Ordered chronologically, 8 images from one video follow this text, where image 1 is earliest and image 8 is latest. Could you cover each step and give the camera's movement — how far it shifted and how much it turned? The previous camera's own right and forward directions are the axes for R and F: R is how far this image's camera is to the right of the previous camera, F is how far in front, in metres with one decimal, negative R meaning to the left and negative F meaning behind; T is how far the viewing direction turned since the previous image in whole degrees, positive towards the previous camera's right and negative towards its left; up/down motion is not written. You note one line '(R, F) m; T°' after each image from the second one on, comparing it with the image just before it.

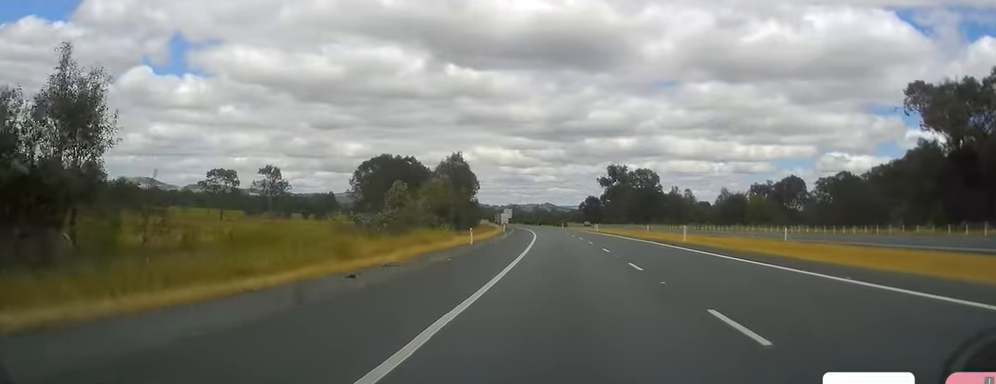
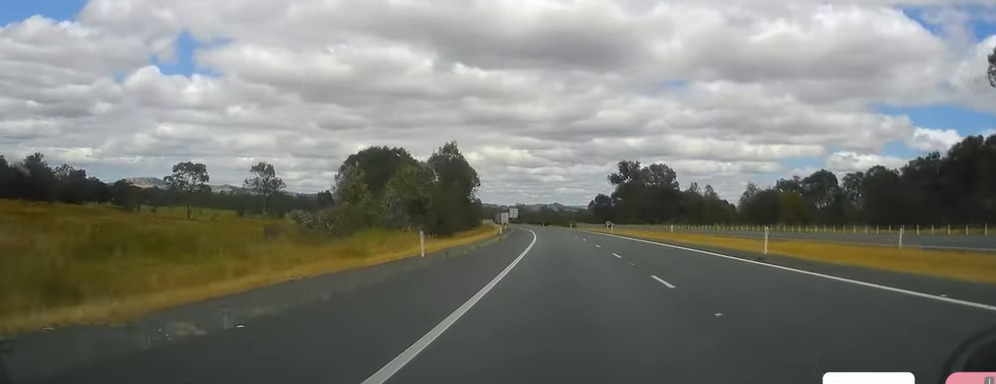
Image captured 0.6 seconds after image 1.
(-0.4, +17.0) m; -1°
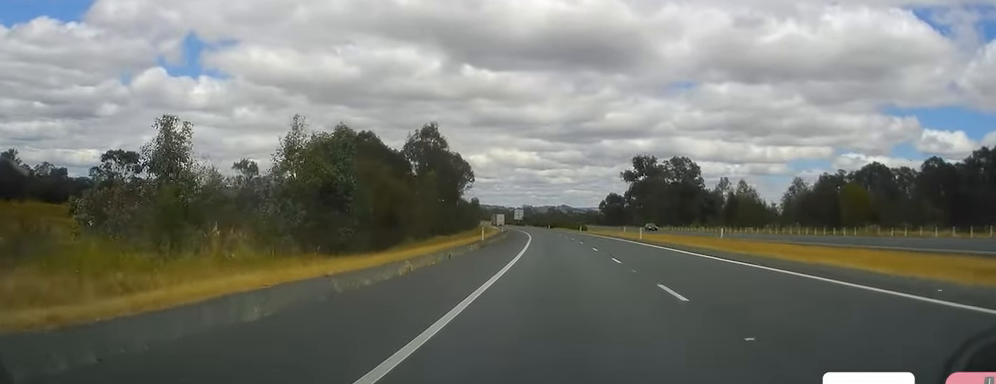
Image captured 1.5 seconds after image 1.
(-0.3, +25.6) m; -1°
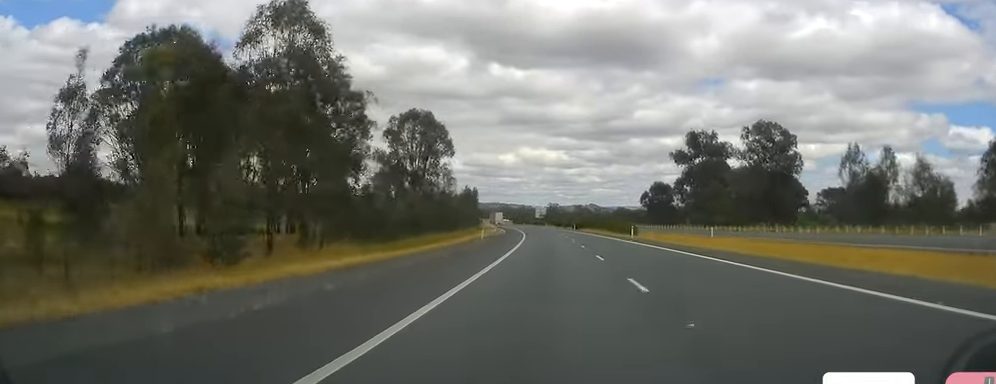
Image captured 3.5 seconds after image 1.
(0.0, +58.2) m; 0°
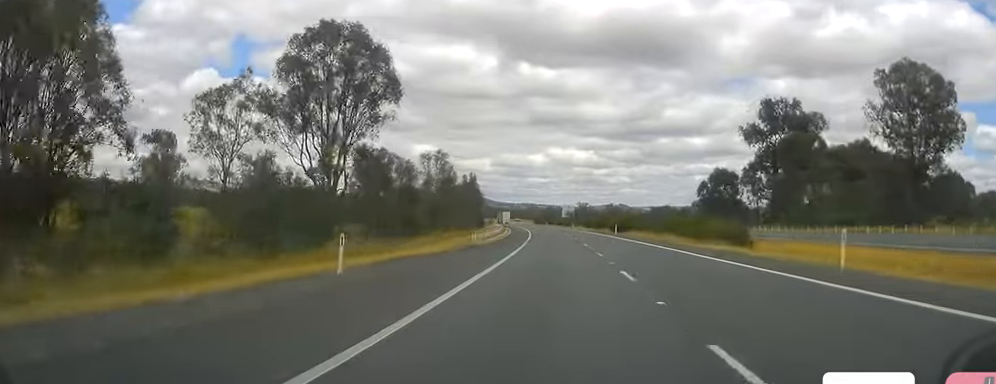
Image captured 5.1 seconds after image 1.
(-0.7, +45.2) m; -3°
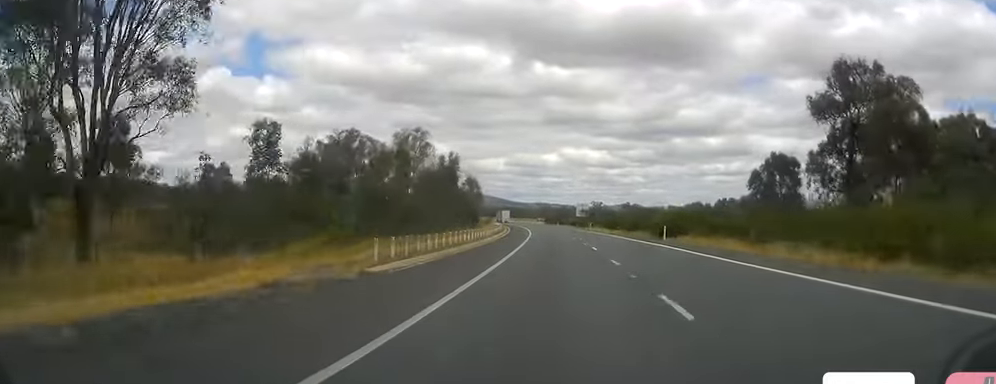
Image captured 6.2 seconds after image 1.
(-0.8, +30.7) m; -2°
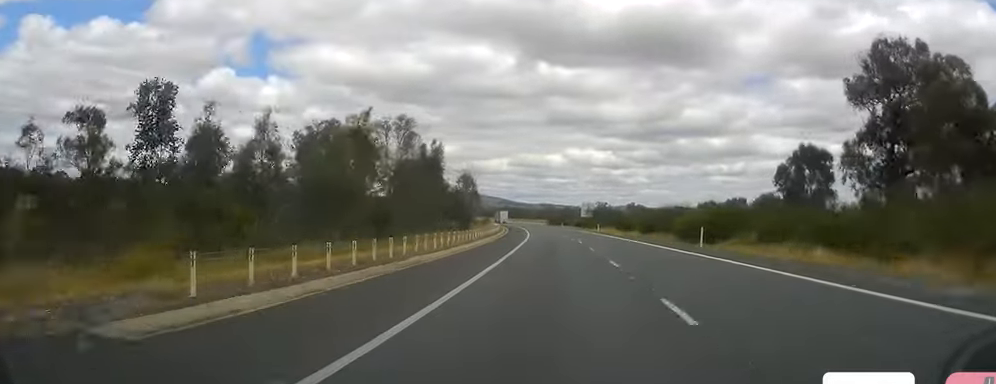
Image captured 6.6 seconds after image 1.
(-0.4, +12.5) m; 0°
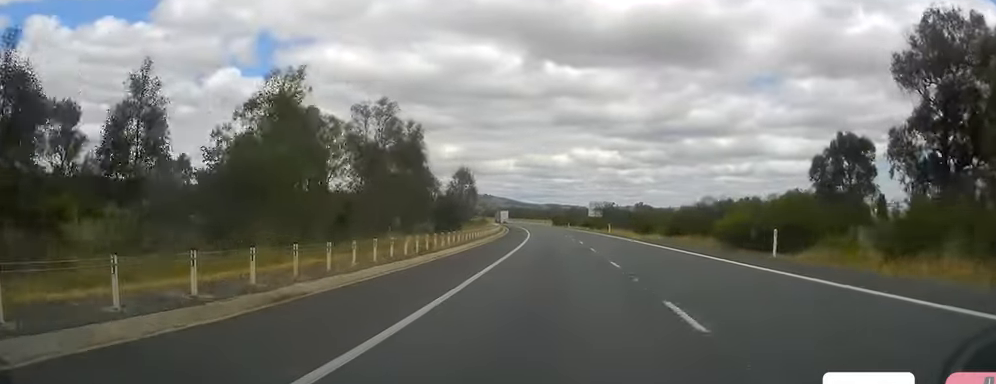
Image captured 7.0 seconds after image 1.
(0.0, +12.5) m; 0°
